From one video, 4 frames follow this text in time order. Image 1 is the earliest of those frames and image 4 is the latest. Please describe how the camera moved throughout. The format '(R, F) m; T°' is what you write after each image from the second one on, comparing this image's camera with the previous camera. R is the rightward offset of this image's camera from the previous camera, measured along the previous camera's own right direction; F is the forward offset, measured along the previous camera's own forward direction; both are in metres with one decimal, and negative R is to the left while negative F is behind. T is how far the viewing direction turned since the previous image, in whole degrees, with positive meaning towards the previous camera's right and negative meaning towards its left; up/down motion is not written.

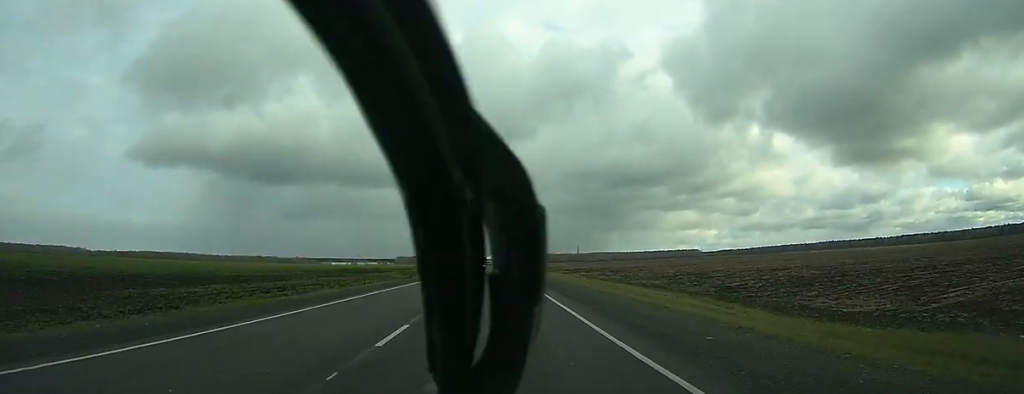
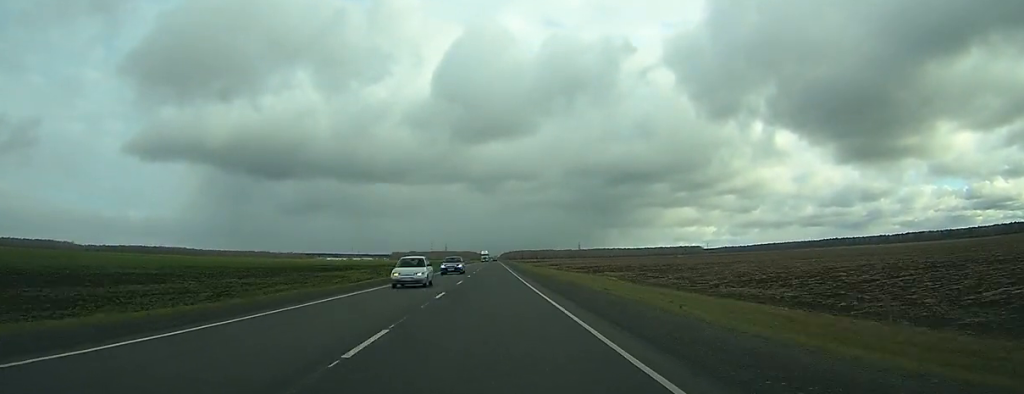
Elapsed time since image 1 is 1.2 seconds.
(0.0, +38.7) m; 0°
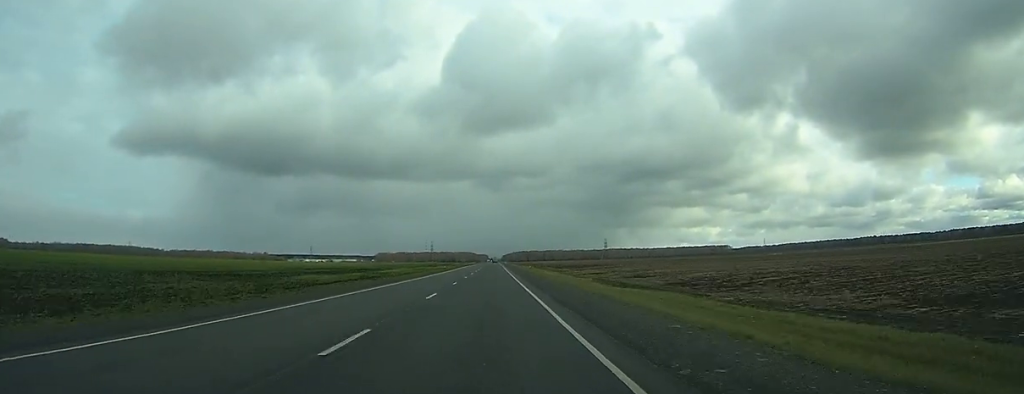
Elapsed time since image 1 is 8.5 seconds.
(-1.2, +225.1) m; 0°
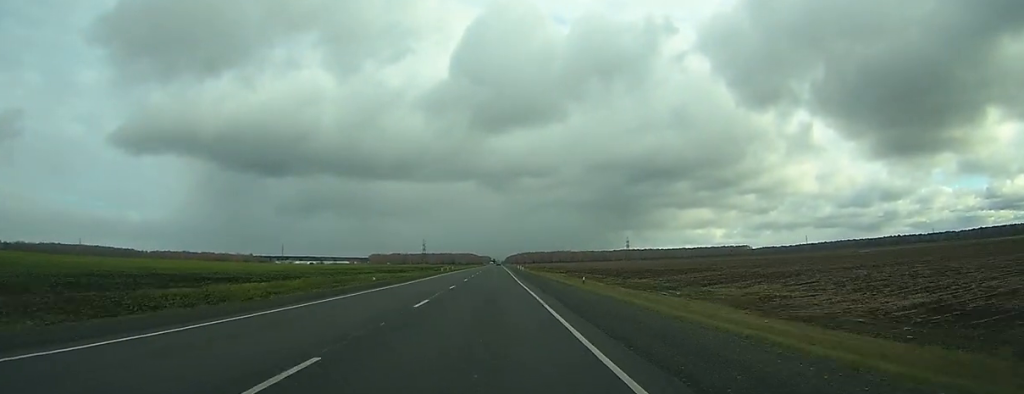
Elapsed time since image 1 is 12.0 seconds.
(+0.6, +113.6) m; +1°
